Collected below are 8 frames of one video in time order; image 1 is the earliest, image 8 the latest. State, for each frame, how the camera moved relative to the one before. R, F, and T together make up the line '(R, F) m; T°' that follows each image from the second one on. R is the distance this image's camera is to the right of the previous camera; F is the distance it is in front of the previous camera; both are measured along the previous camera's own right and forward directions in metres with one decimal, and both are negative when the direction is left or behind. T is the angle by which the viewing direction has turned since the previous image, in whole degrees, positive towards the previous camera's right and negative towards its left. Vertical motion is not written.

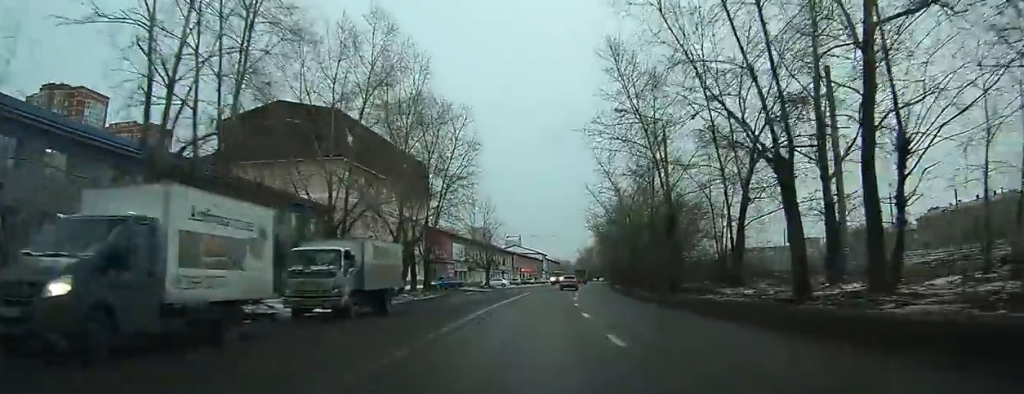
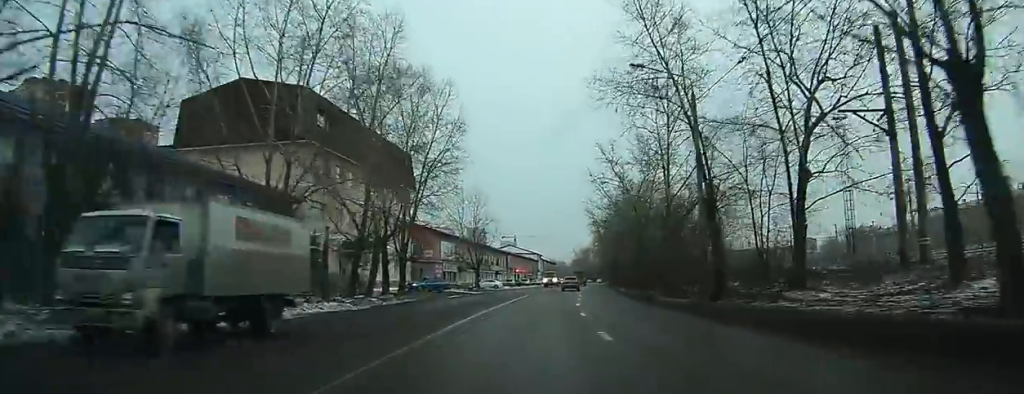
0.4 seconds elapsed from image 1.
(-0.1, +6.9) m; 0°
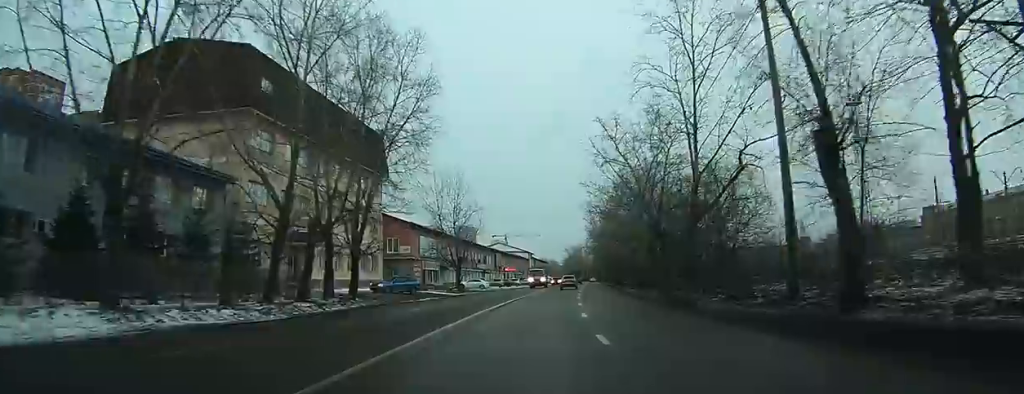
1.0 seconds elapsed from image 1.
(0.0, +9.1) m; 0°
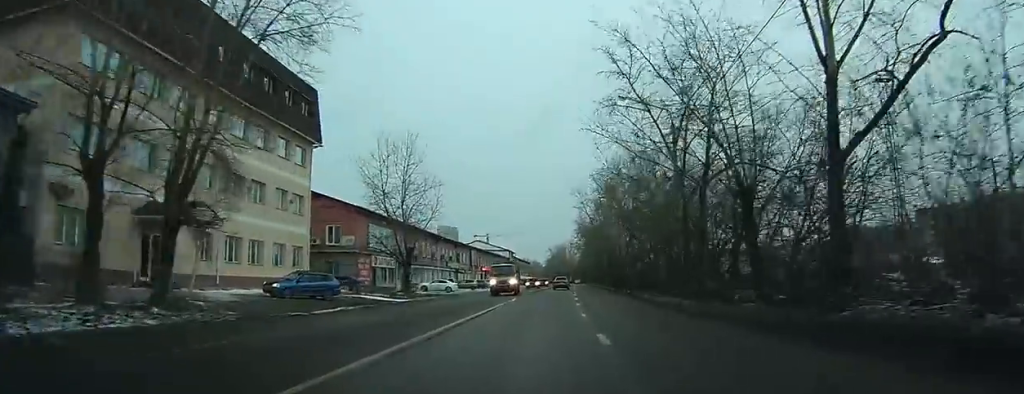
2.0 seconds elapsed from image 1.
(+0.2, +16.2) m; +1°
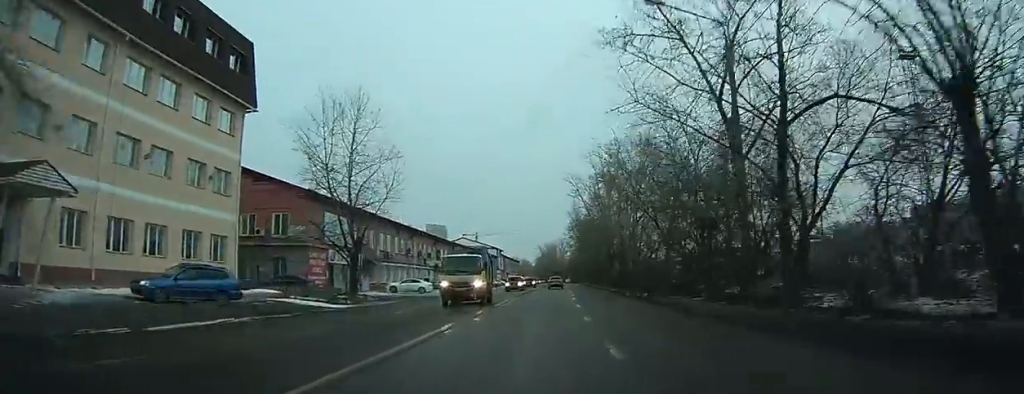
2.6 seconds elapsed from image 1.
(+0.1, +10.4) m; 0°
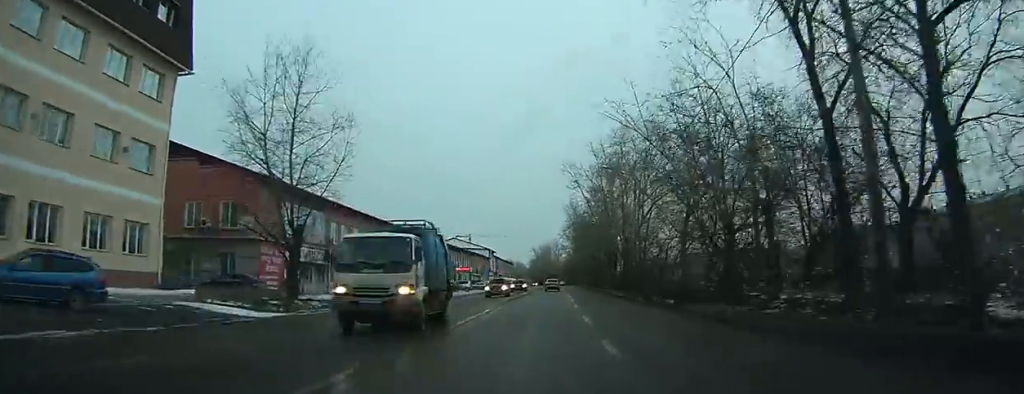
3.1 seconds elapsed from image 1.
(0.0, +7.8) m; 0°
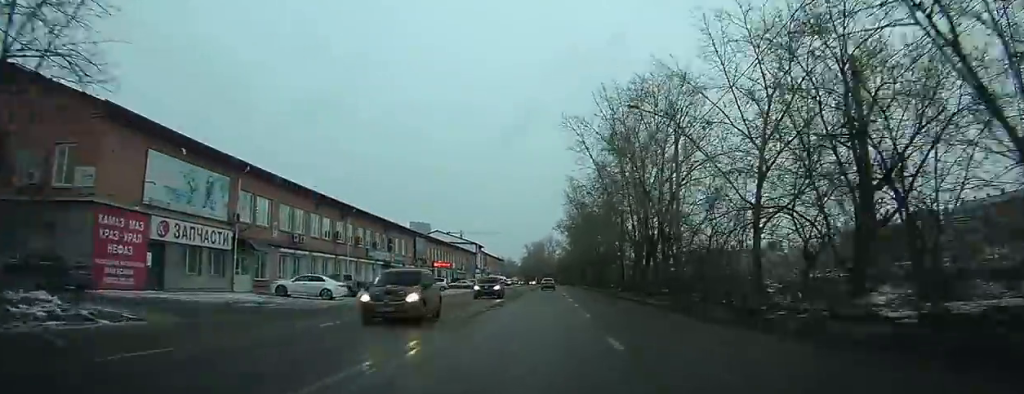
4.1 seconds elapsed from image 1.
(+0.1, +16.2) m; +1°
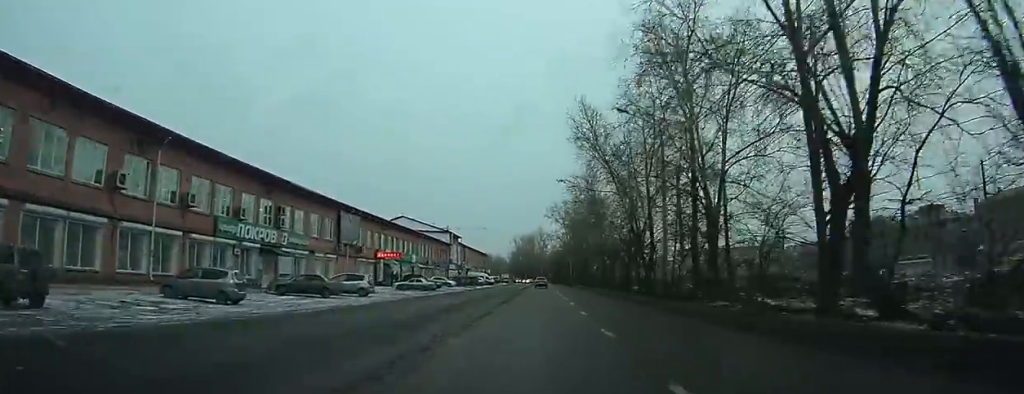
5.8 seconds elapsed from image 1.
(+0.8, +29.9) m; +2°
